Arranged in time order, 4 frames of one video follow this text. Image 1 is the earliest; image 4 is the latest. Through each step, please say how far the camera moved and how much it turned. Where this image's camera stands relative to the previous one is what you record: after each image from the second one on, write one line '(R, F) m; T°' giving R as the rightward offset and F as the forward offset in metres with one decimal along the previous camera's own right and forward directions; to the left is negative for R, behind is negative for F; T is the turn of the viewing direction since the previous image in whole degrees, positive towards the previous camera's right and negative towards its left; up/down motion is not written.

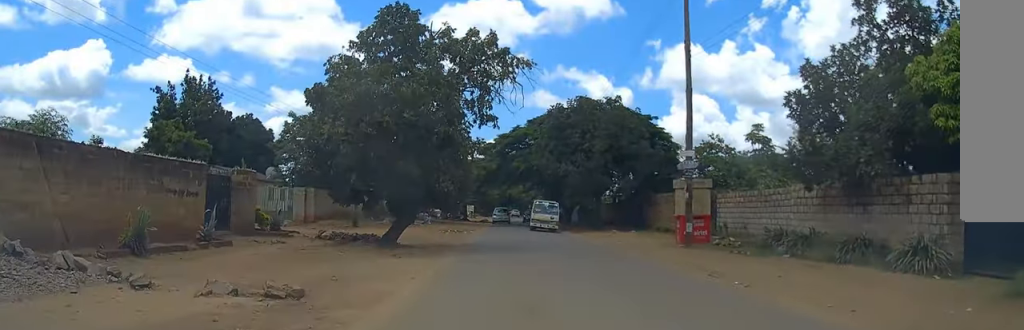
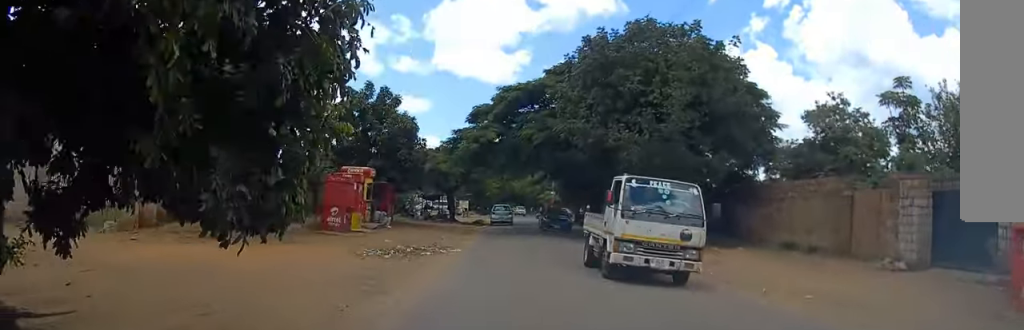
(+0.1, +19.1) m; +1°
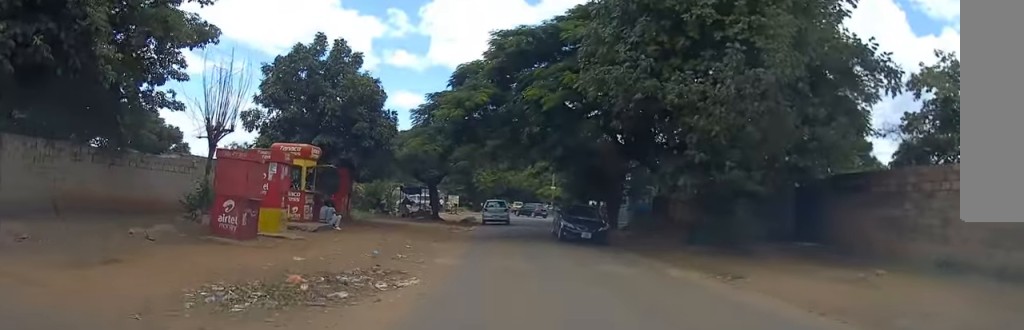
(0.0, +9.7) m; 0°
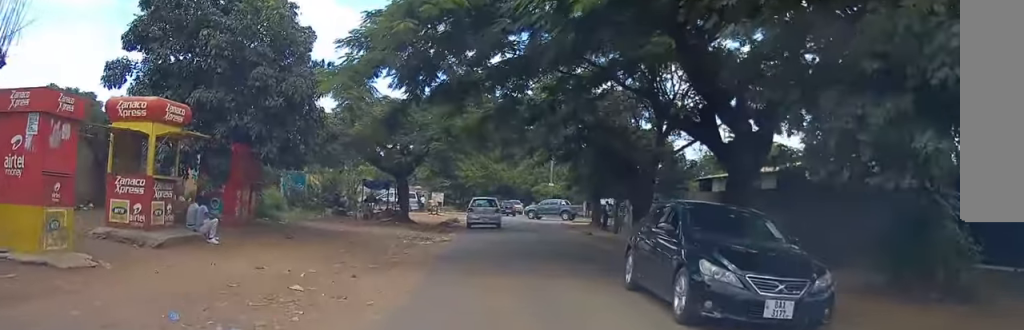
(0.0, +10.7) m; 0°
